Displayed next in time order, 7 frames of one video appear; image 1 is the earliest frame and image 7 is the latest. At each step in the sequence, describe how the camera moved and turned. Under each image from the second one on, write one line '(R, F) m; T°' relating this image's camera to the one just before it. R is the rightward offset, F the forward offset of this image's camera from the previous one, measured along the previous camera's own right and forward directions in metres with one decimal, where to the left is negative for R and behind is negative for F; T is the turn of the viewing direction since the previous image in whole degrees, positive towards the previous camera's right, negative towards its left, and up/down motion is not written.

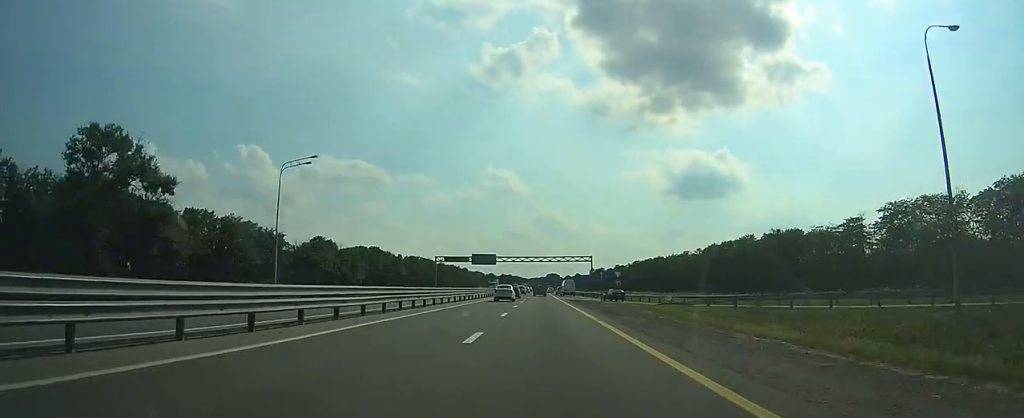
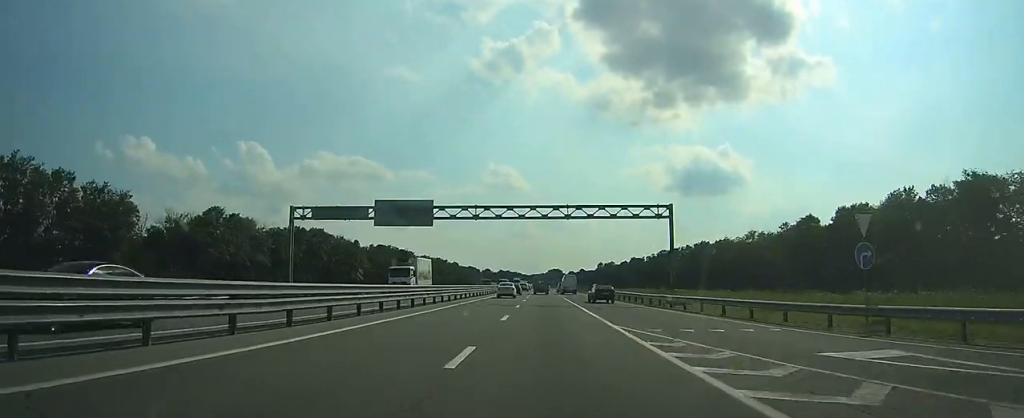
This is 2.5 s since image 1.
(0.0, +64.1) m; 0°
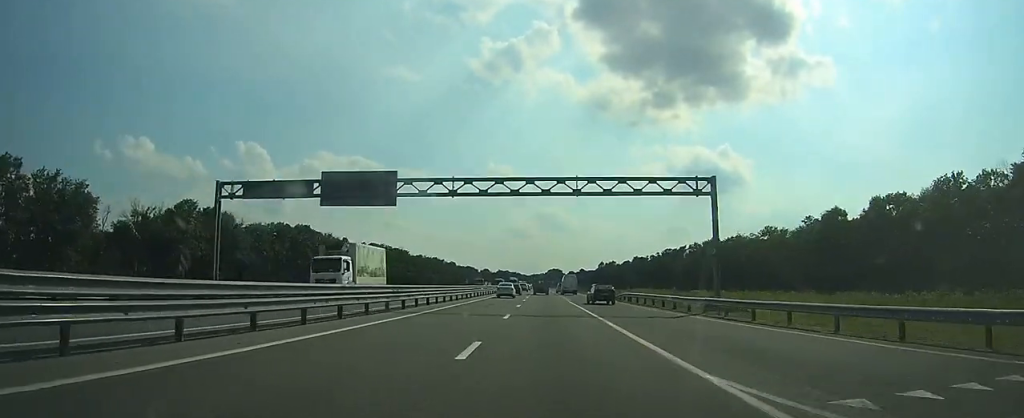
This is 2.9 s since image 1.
(0.0, +11.1) m; 0°
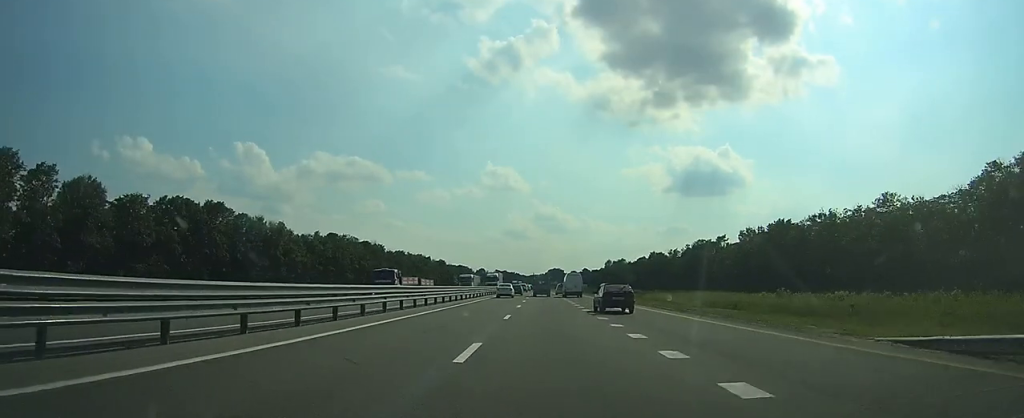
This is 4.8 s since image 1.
(0.0, +49.0) m; +1°
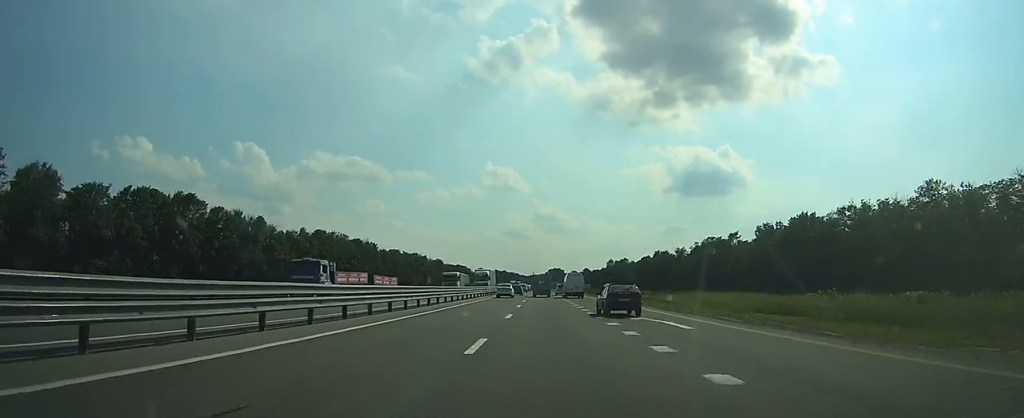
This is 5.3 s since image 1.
(-0.1, +11.2) m; 0°
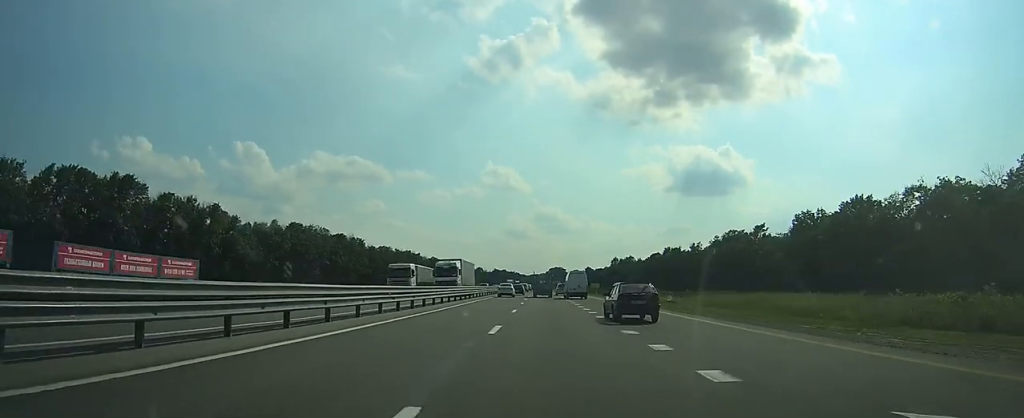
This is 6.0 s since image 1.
(+0.3, +19.8) m; +1°
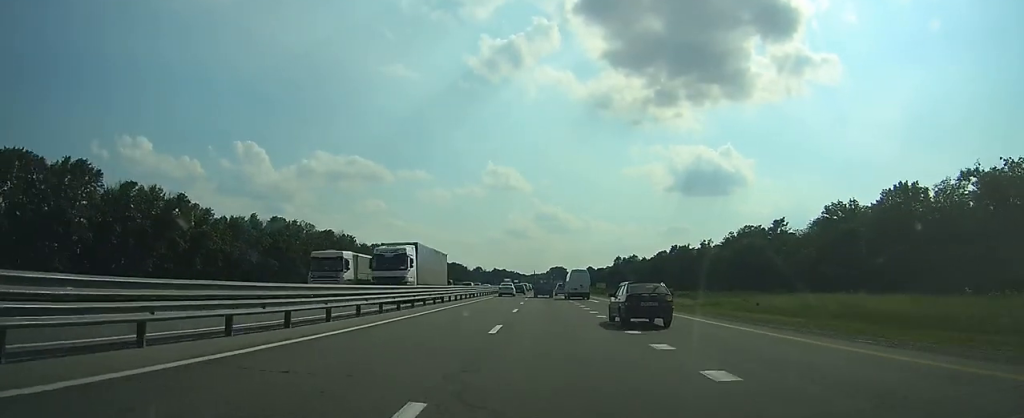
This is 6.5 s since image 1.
(0.0, +12.0) m; 0°
